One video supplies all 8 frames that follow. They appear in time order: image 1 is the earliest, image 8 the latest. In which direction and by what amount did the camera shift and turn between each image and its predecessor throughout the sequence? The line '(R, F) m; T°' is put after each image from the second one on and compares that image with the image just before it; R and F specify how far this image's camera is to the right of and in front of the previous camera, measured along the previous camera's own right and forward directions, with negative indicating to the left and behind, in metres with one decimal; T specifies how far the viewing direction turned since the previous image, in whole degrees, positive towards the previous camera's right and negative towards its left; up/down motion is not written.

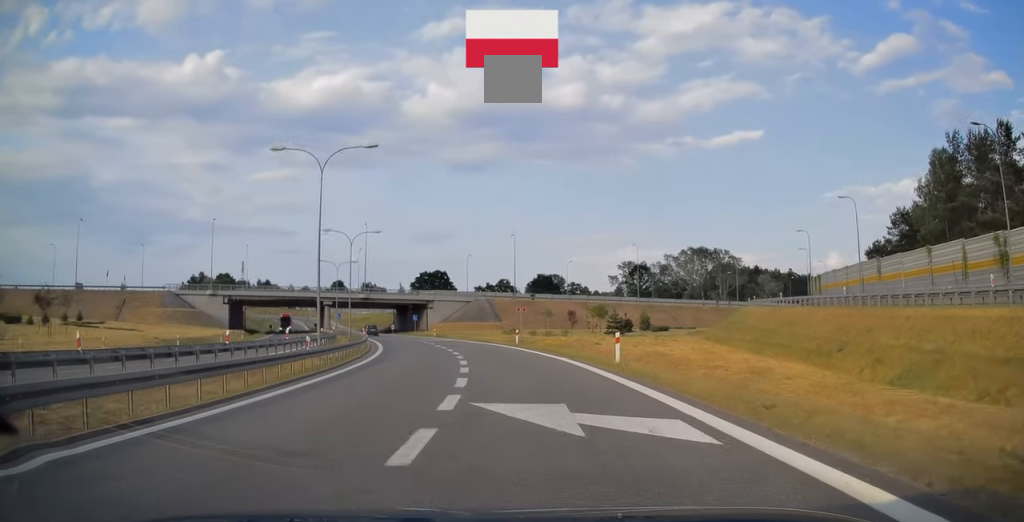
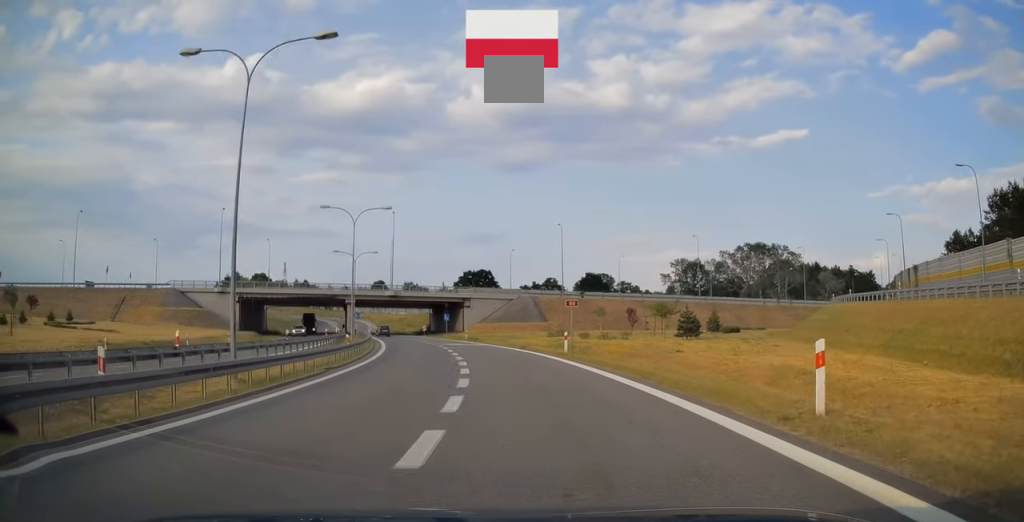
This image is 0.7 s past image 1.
(-0.5, +12.1) m; -5°
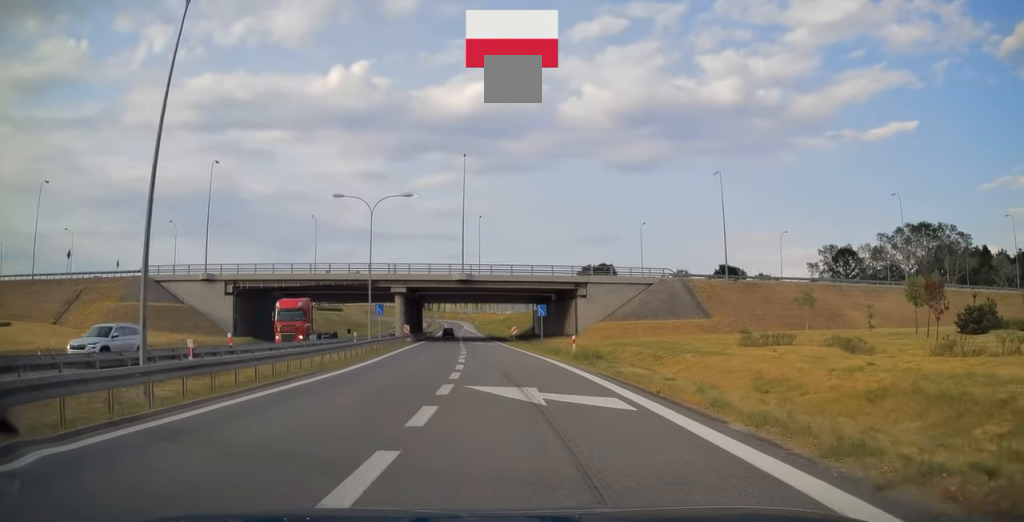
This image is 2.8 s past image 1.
(-4.0, +33.1) m; -12°
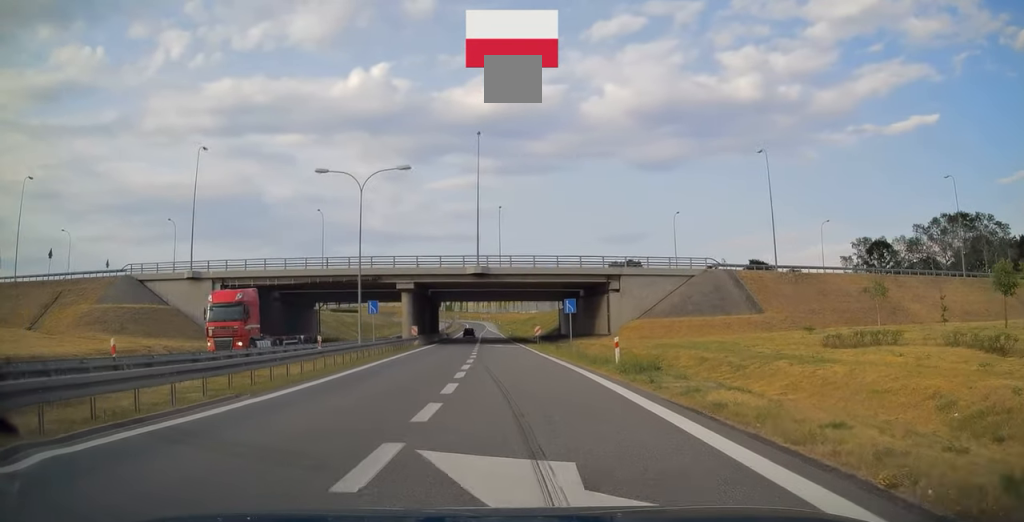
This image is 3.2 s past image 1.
(+0.2, +7.4) m; -2°
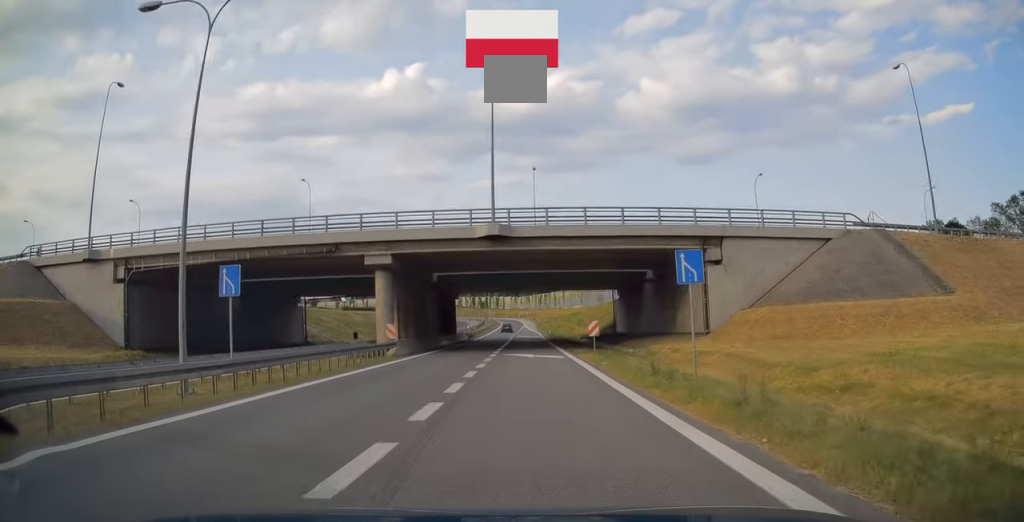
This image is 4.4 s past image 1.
(-1.4, +20.0) m; -7°
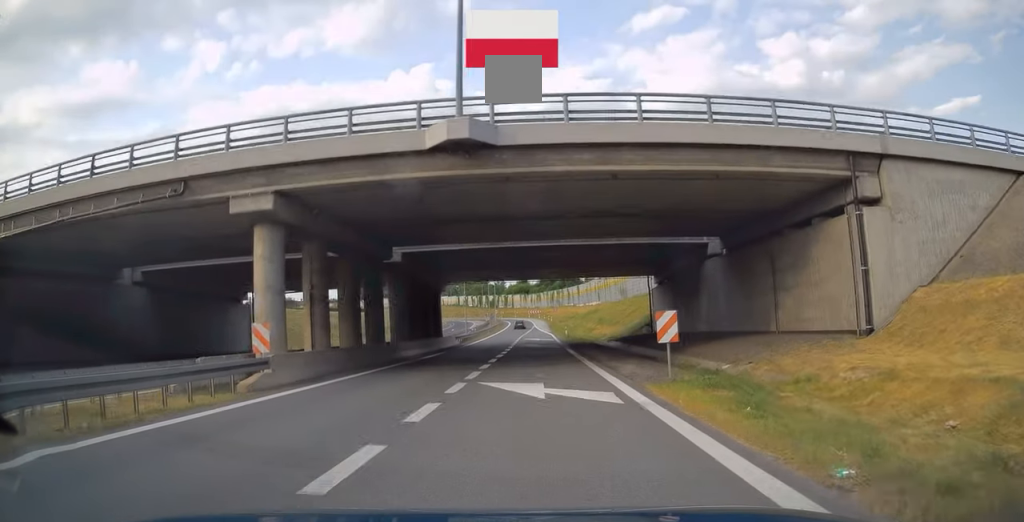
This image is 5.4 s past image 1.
(-0.7, +16.0) m; -2°
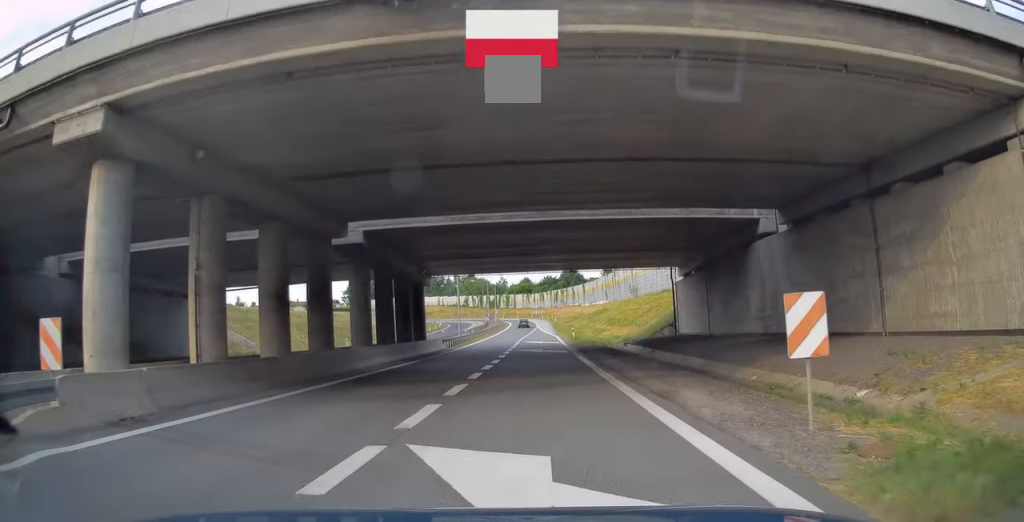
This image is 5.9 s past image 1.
(+0.1, +8.0) m; 0°
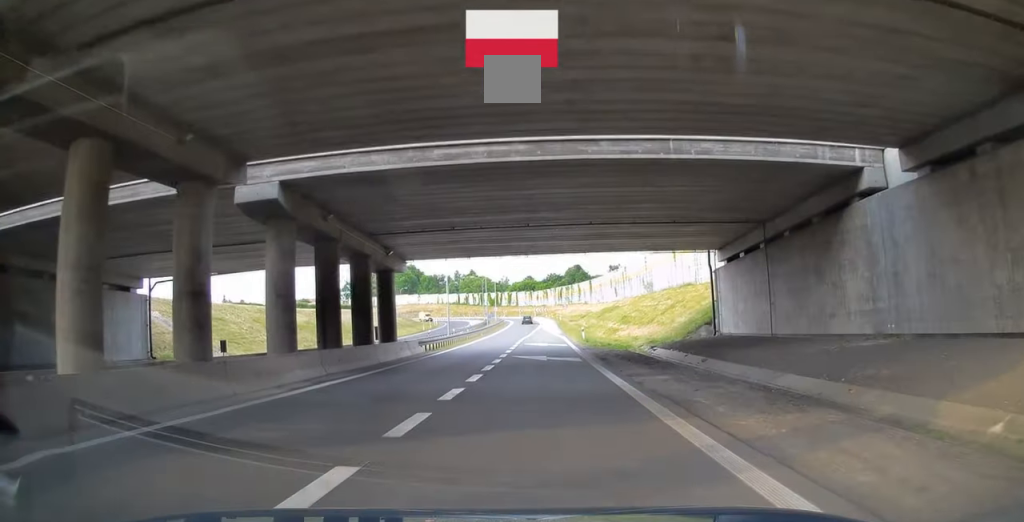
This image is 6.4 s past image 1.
(+0.1, +9.1) m; 0°
